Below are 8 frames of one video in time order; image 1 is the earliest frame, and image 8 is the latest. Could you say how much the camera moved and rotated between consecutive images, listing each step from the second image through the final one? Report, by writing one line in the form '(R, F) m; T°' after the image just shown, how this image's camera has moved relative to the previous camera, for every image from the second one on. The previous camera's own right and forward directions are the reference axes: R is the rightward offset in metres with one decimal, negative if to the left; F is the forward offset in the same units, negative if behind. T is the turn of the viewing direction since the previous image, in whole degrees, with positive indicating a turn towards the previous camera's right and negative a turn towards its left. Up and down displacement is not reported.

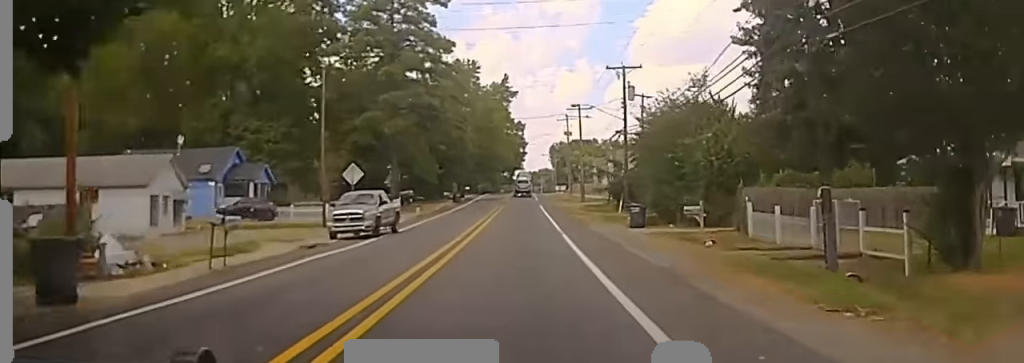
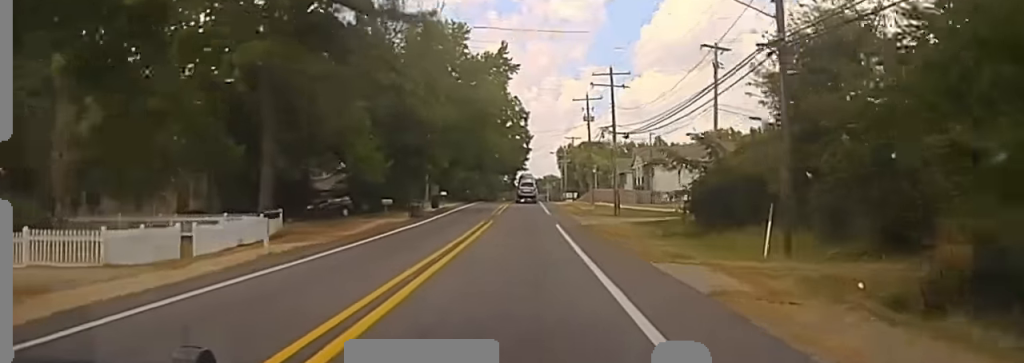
(0.0, +33.0) m; 0°
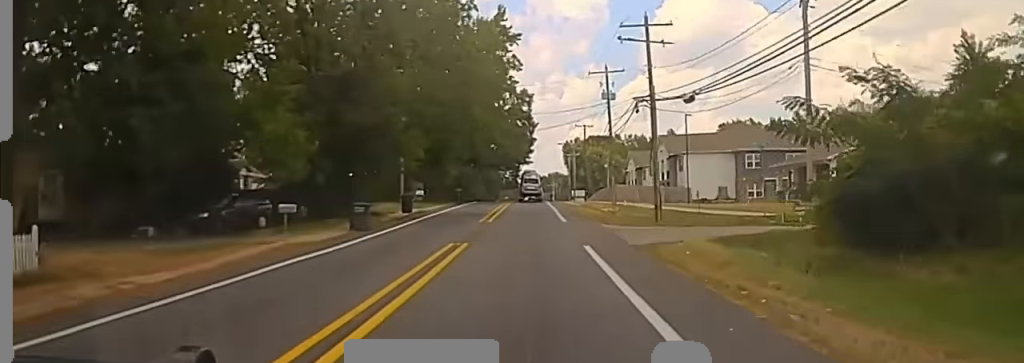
(0.0, +20.3) m; 0°
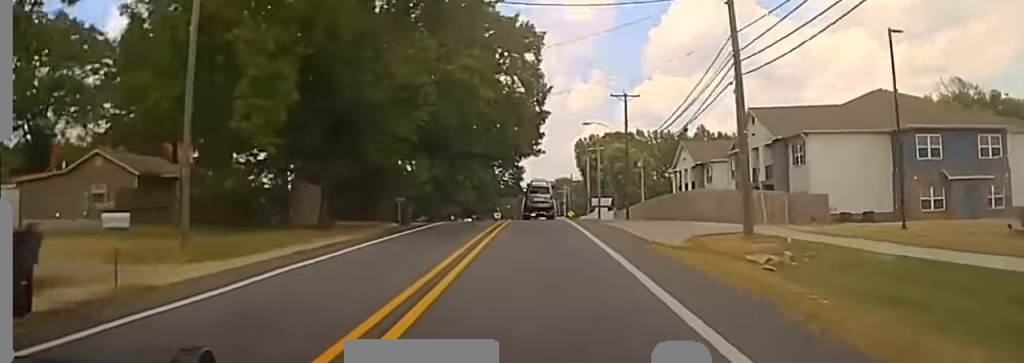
(-0.1, +43.8) m; 0°
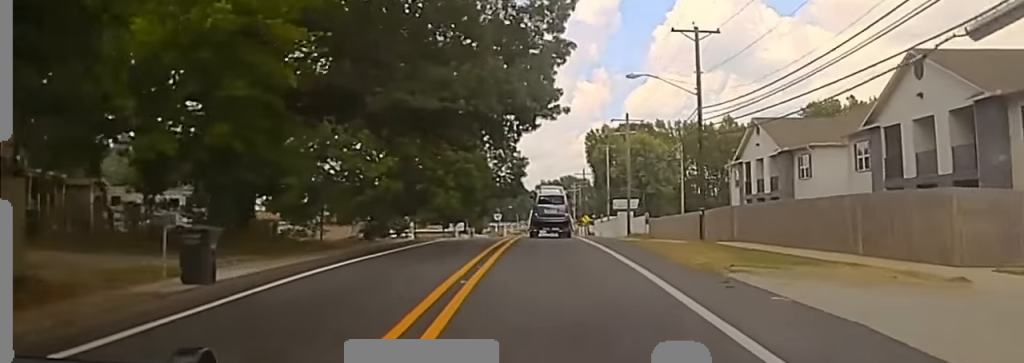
(0.0, +31.3) m; 0°
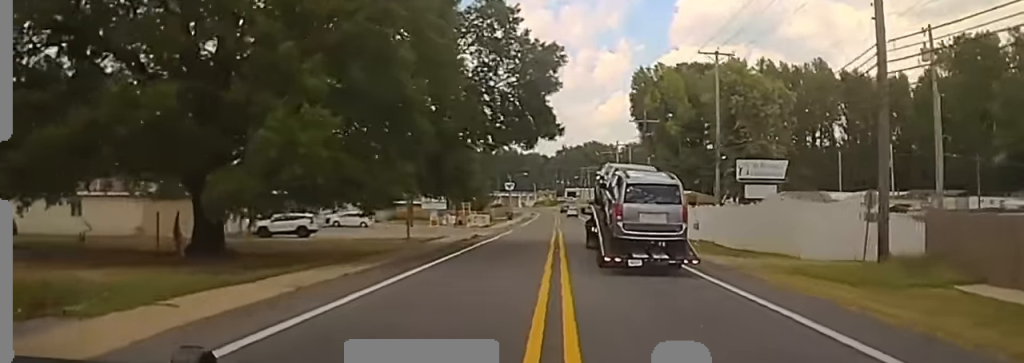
(-0.4, +56.4) m; 0°
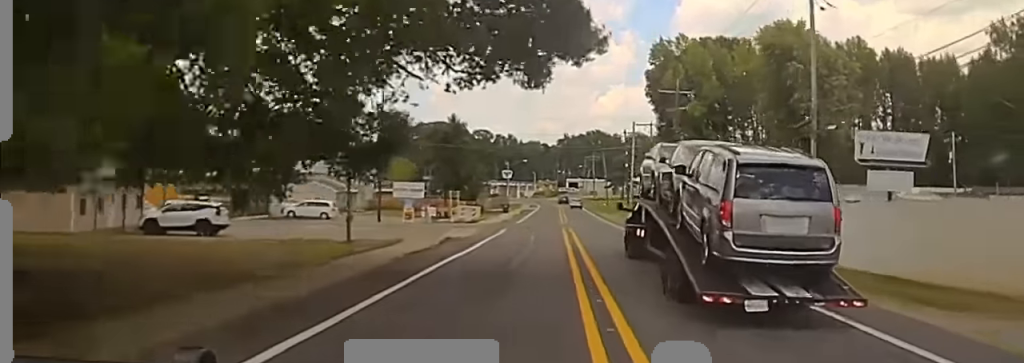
(0.0, +15.6) m; 0°
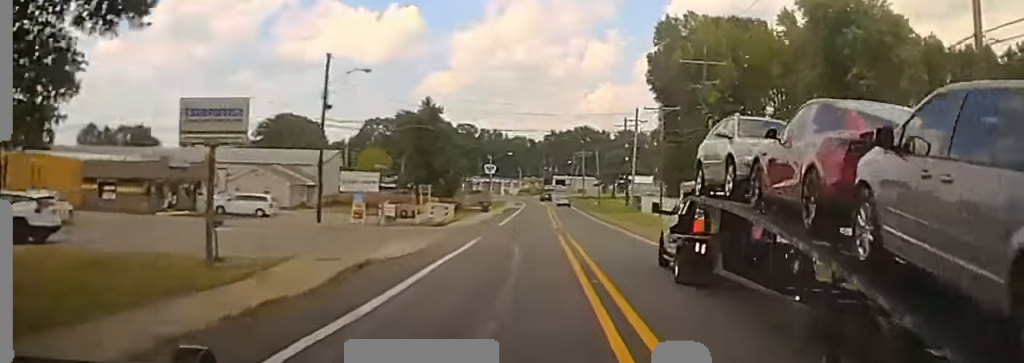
(+0.1, +13.9) m; 0°
